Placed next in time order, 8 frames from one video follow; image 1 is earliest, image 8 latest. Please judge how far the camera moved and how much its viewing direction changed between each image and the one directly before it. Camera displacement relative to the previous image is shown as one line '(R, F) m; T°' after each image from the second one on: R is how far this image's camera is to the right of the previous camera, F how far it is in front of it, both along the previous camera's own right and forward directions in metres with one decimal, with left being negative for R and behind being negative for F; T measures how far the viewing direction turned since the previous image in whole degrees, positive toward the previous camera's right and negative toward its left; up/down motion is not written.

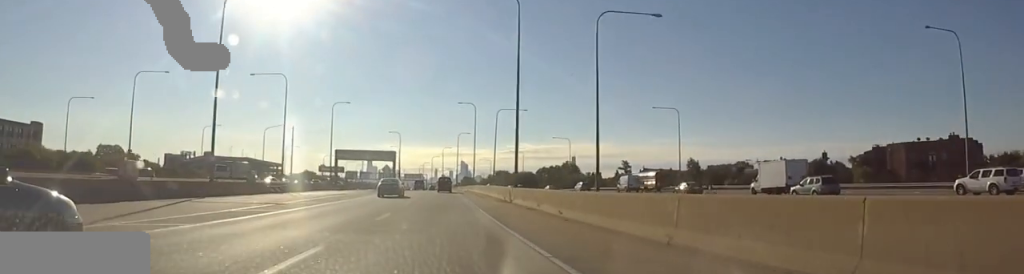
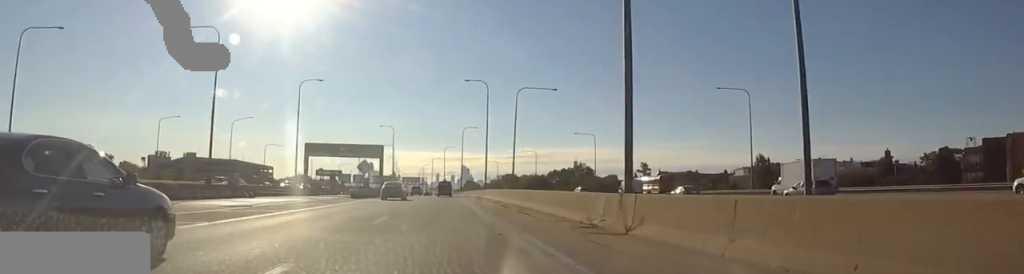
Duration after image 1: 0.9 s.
(-0.3, +26.3) m; +1°
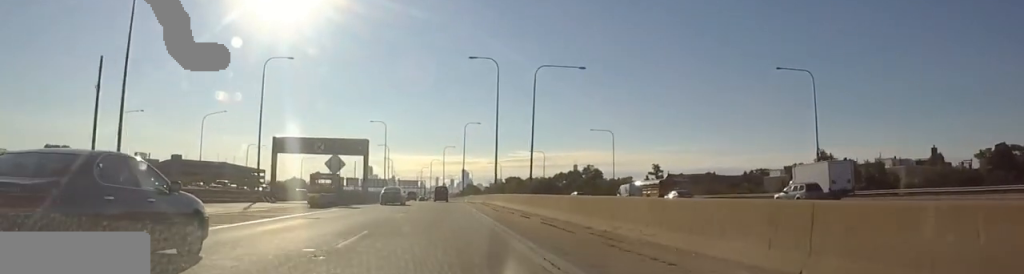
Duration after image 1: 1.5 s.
(+0.3, +16.3) m; 0°
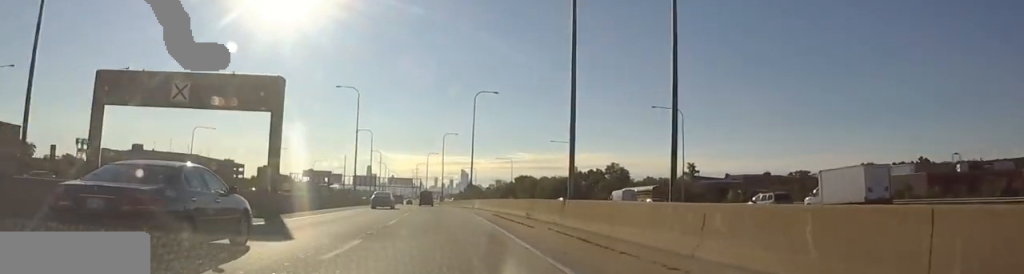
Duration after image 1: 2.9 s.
(0.0, +38.6) m; -1°
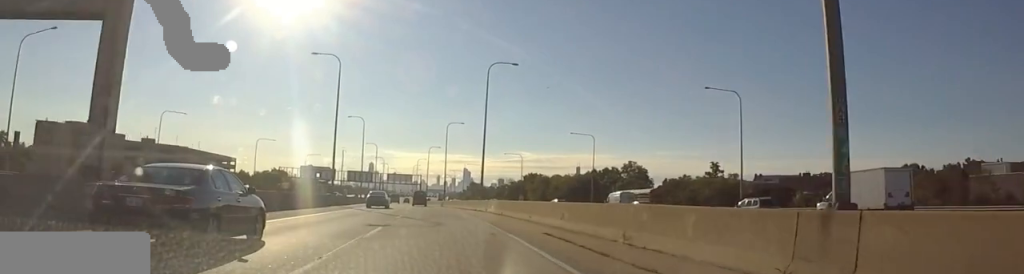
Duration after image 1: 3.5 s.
(-0.2, +17.6) m; -2°
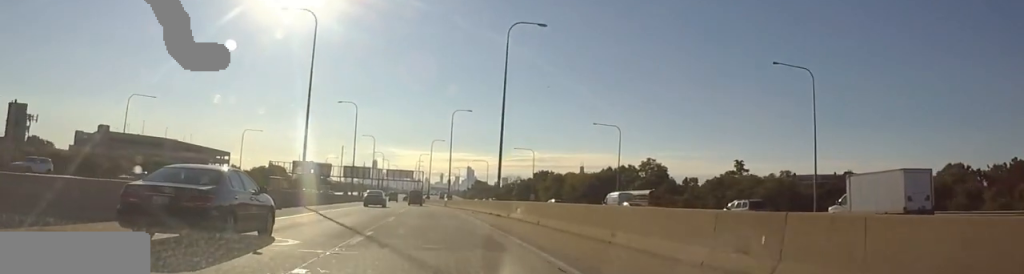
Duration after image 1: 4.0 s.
(+0.2, +14.7) m; -2°
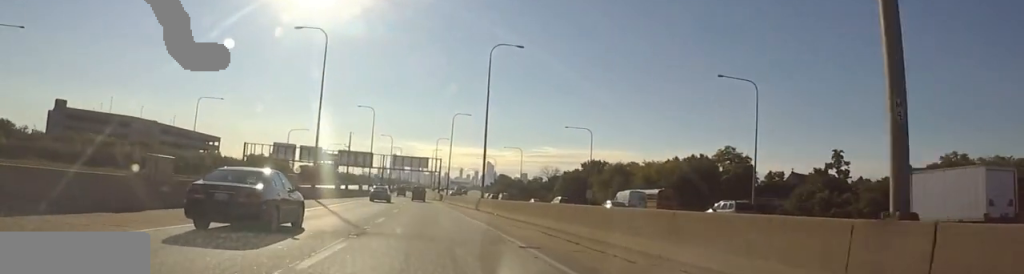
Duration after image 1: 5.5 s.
(-1.3, +40.8) m; -1°
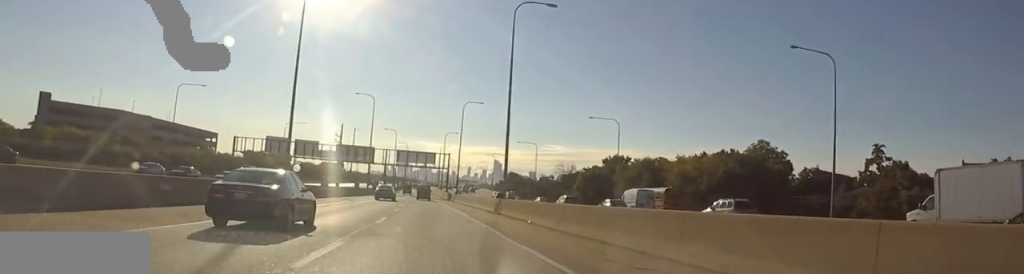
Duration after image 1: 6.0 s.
(+0.1, +12.6) m; +1°
